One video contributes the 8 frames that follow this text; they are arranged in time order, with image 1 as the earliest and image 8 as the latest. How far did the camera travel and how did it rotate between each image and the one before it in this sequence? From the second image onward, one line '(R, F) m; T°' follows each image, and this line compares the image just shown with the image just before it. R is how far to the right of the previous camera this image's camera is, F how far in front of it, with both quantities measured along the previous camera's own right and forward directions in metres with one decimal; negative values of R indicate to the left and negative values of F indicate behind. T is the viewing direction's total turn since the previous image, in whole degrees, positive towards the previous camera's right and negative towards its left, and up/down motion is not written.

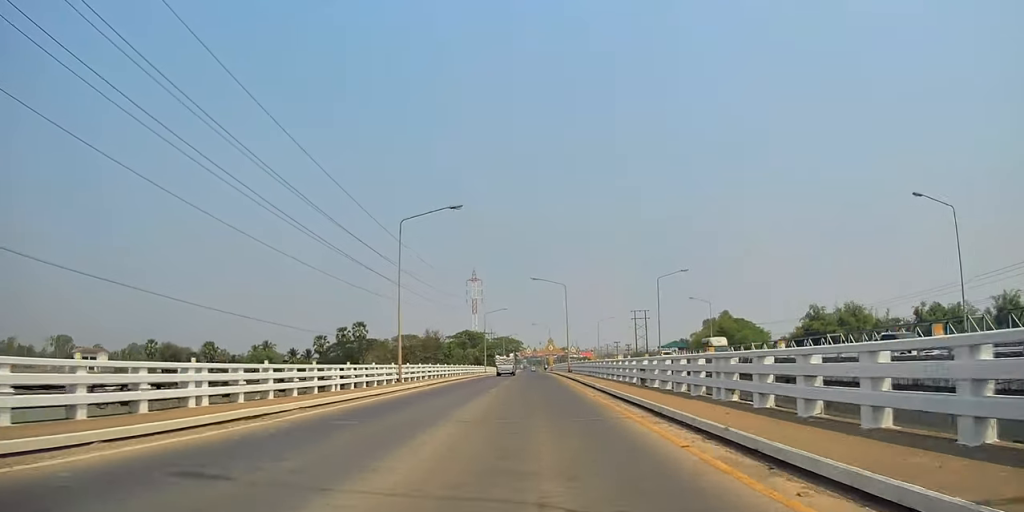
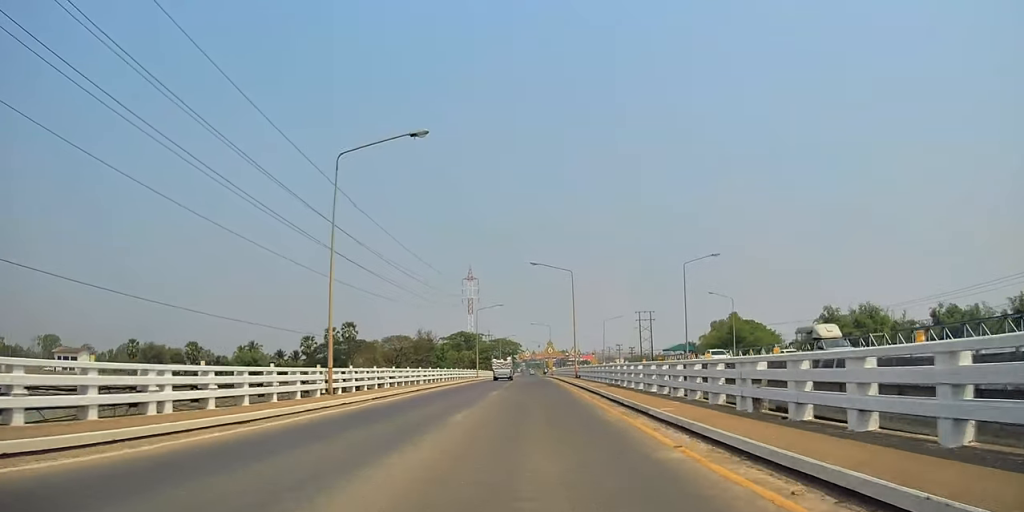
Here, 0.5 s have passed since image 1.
(0.0, +11.8) m; 0°
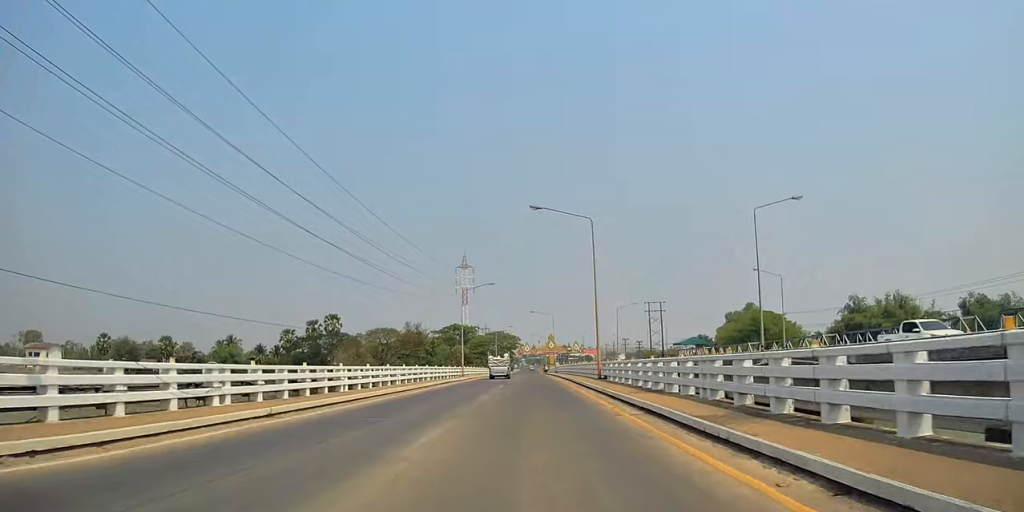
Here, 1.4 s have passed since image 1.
(0.0, +18.1) m; +1°
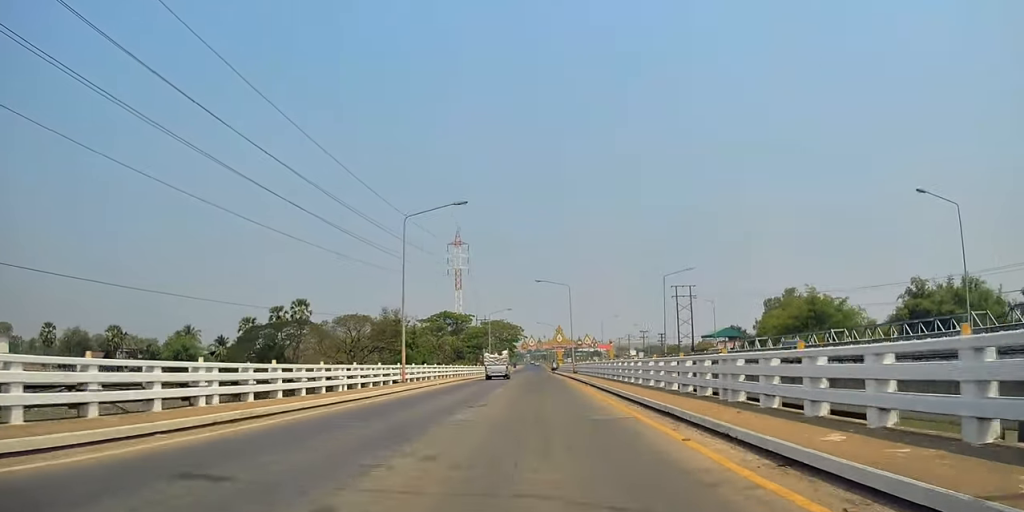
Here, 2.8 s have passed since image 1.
(+0.9, +31.4) m; +2°
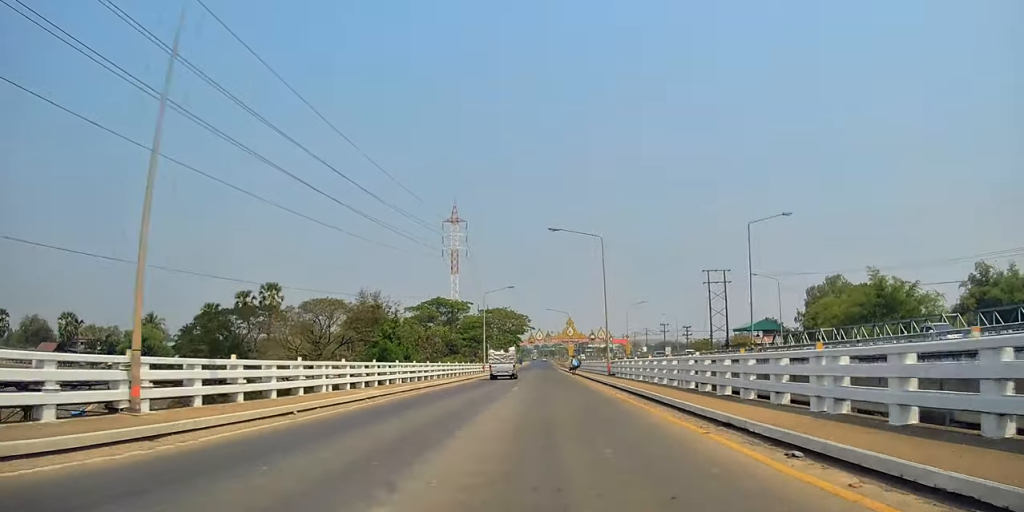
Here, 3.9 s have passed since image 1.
(-0.5, +24.6) m; -2°
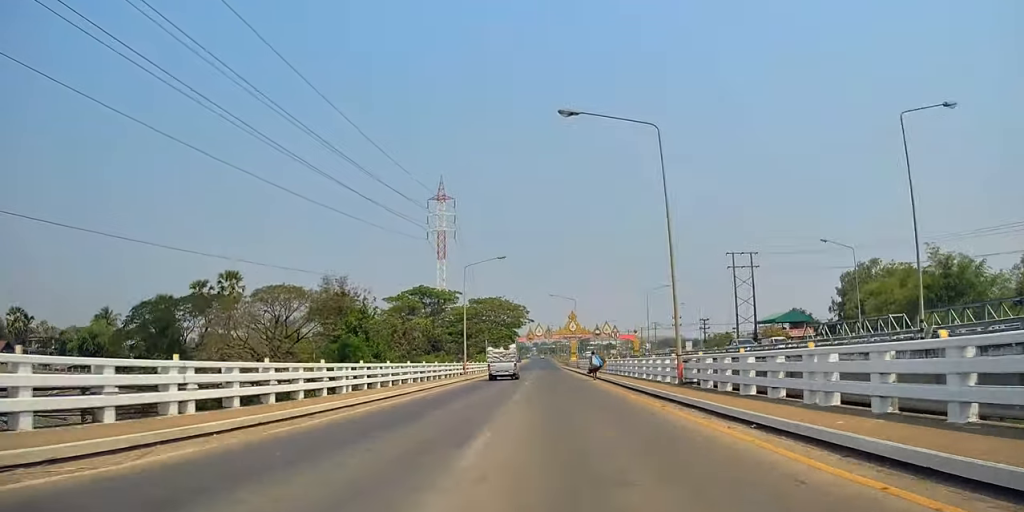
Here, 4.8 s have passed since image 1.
(-0.1, +19.8) m; 0°
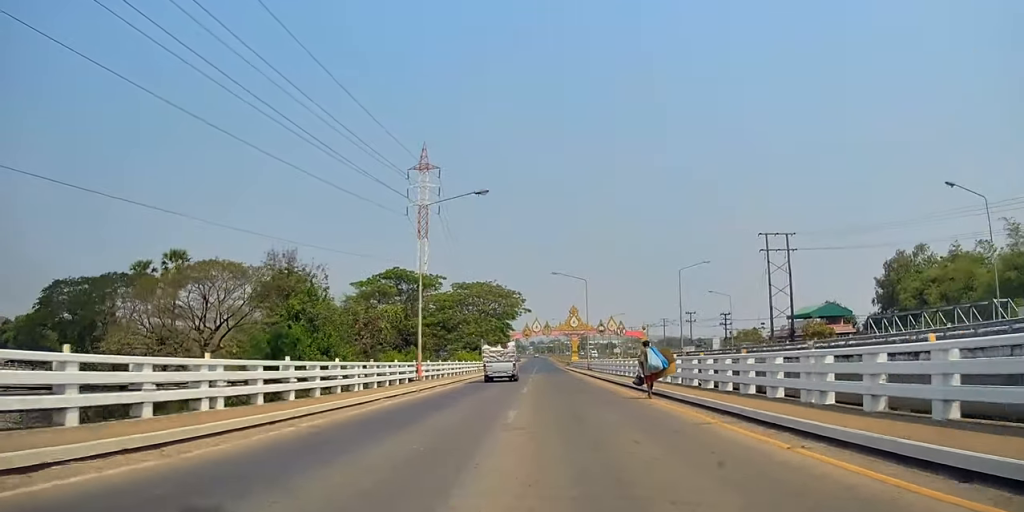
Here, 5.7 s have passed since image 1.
(0.0, +18.9) m; 0°
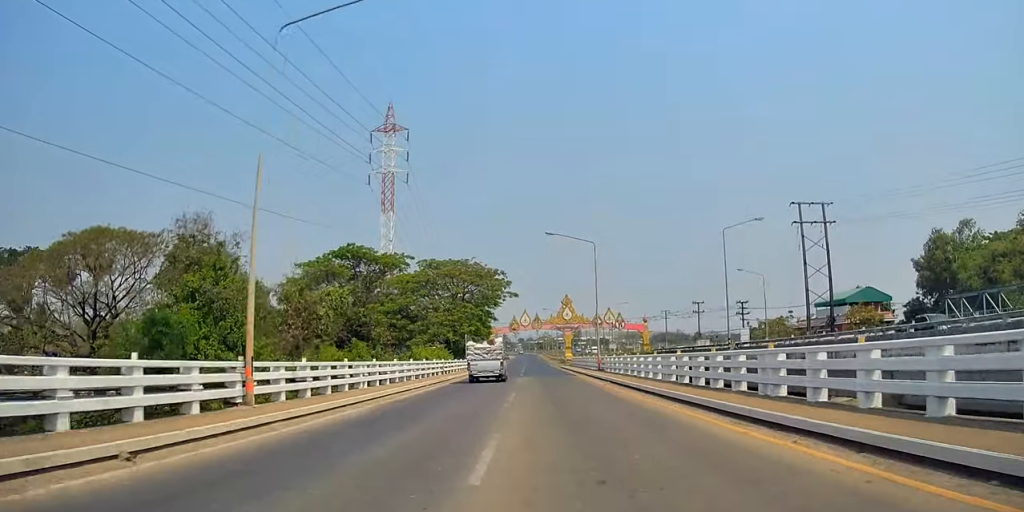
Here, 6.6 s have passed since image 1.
(0.0, +18.8) m; 0°
